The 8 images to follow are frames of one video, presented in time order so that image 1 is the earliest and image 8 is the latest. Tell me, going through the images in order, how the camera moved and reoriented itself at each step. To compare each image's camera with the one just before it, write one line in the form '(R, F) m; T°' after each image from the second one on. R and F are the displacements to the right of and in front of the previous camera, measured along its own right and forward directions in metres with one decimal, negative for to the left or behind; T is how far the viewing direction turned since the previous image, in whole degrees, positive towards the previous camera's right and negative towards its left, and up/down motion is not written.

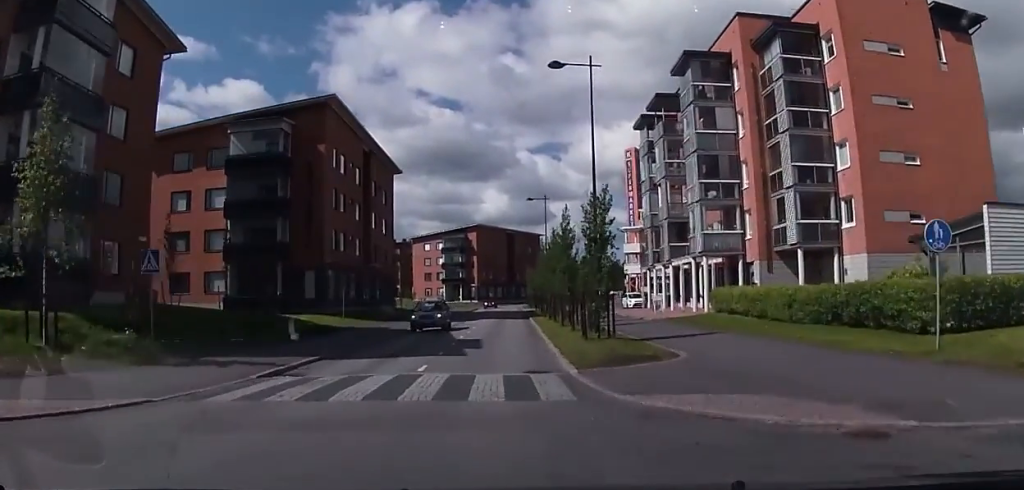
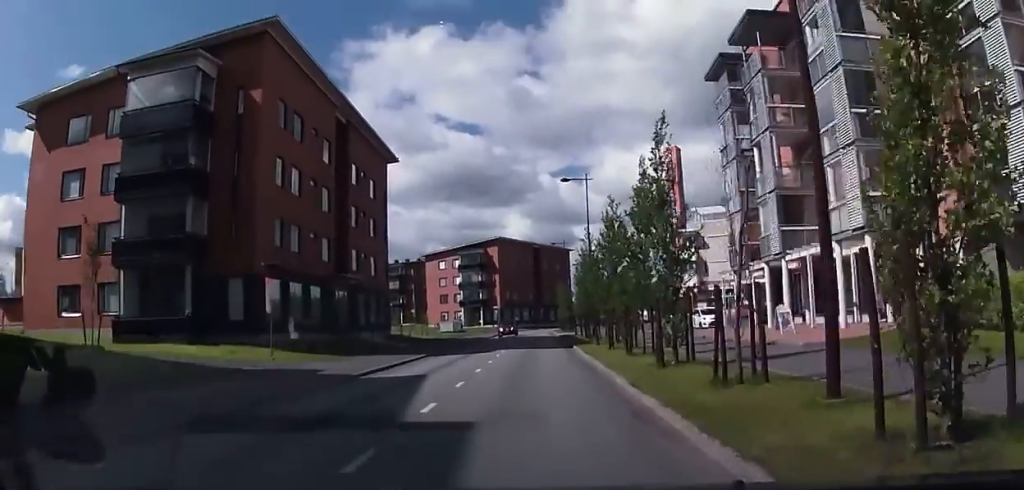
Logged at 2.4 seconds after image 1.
(+0.4, +16.1) m; -6°
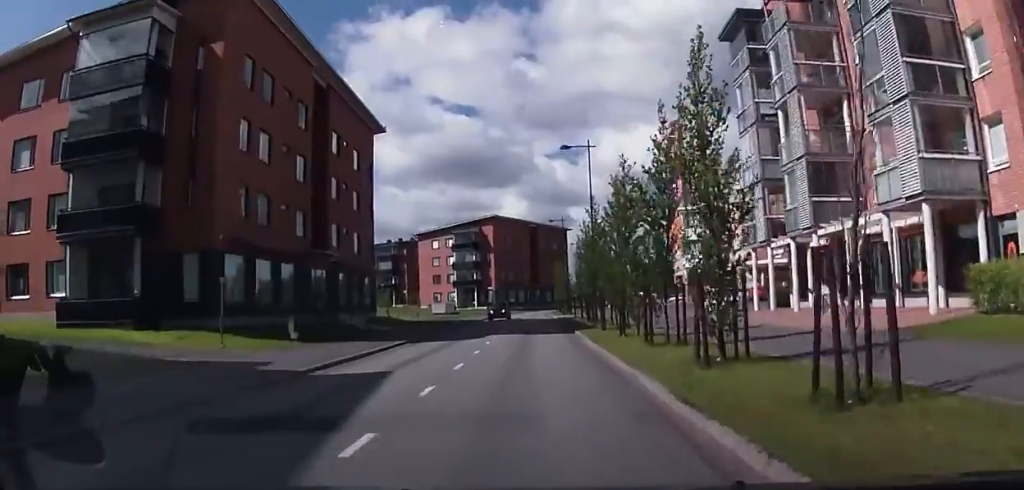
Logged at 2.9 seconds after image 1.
(-0.3, +4.1) m; +2°
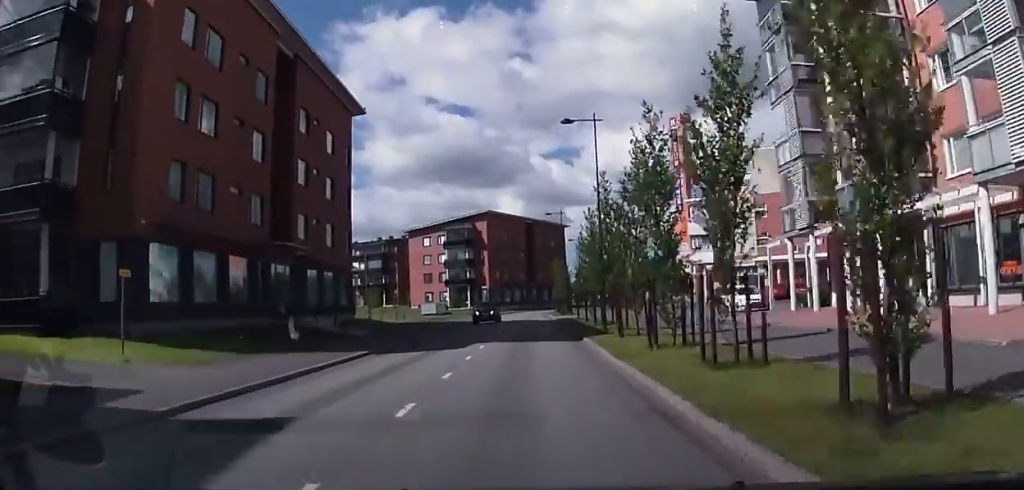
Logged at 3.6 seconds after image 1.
(+0.1, +5.8) m; +2°
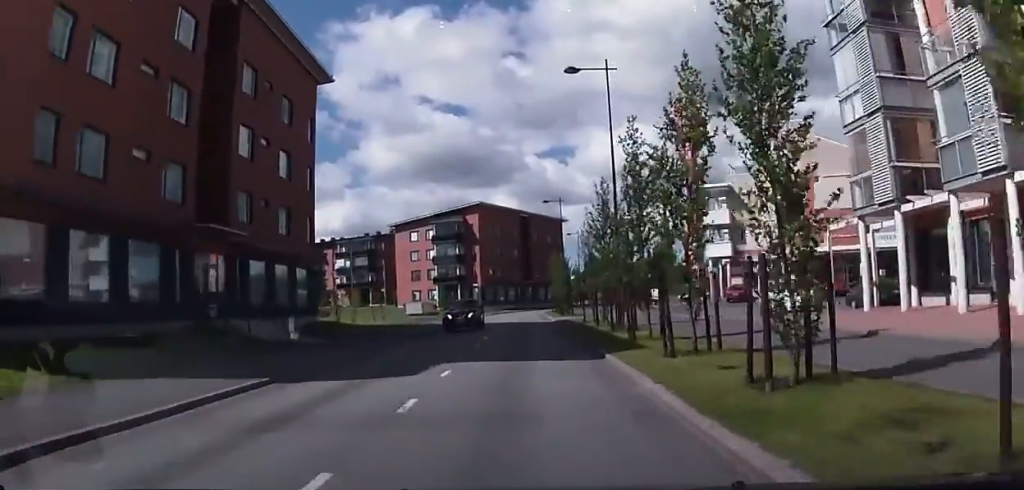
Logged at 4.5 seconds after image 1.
(+0.5, +7.4) m; 0°
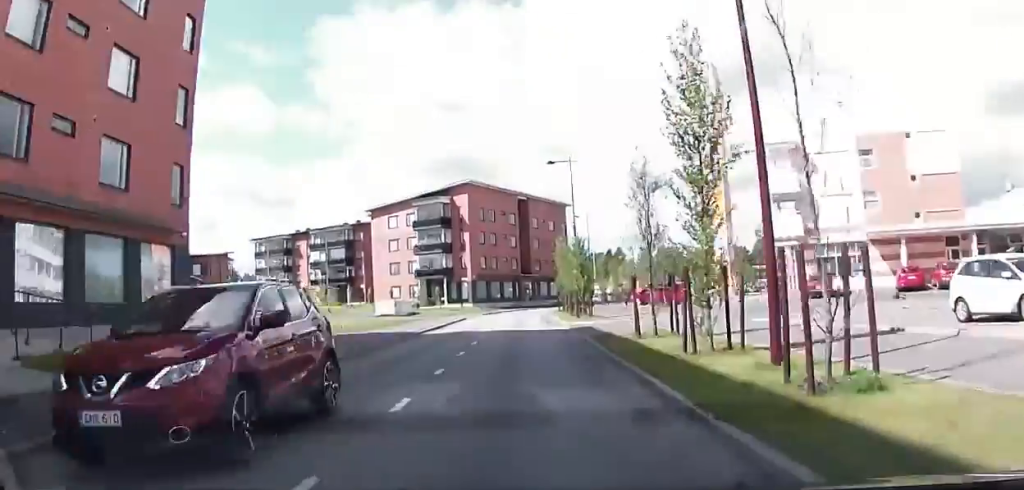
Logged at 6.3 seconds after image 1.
(-0.5, +15.4) m; +1°
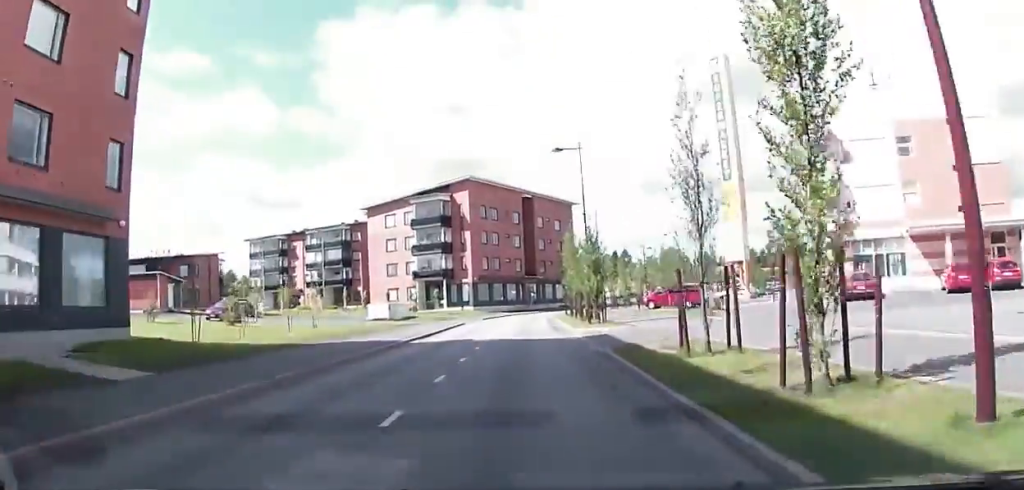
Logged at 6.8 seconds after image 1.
(0.0, +4.5) m; 0°
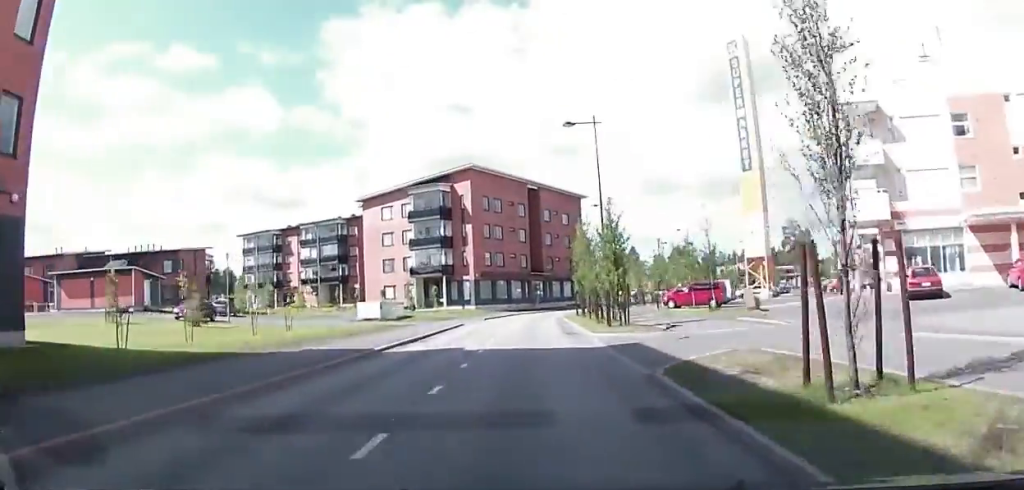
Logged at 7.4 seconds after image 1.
(0.0, +5.4) m; 0°
